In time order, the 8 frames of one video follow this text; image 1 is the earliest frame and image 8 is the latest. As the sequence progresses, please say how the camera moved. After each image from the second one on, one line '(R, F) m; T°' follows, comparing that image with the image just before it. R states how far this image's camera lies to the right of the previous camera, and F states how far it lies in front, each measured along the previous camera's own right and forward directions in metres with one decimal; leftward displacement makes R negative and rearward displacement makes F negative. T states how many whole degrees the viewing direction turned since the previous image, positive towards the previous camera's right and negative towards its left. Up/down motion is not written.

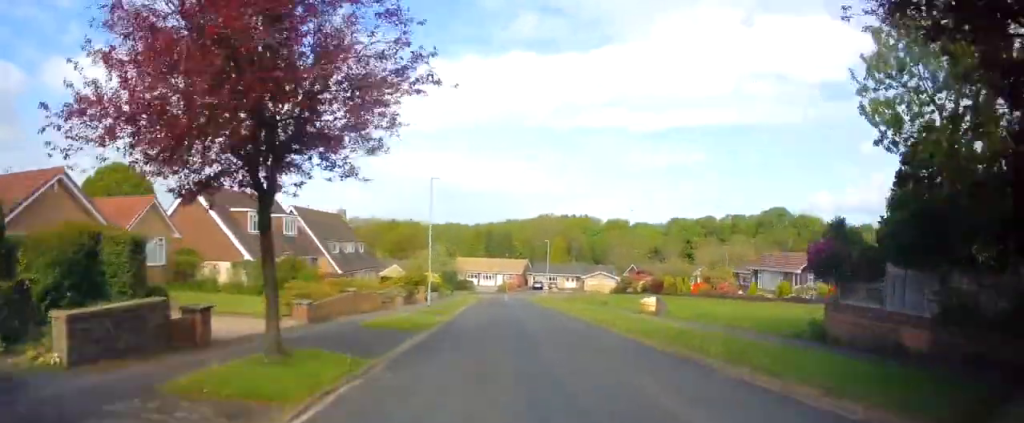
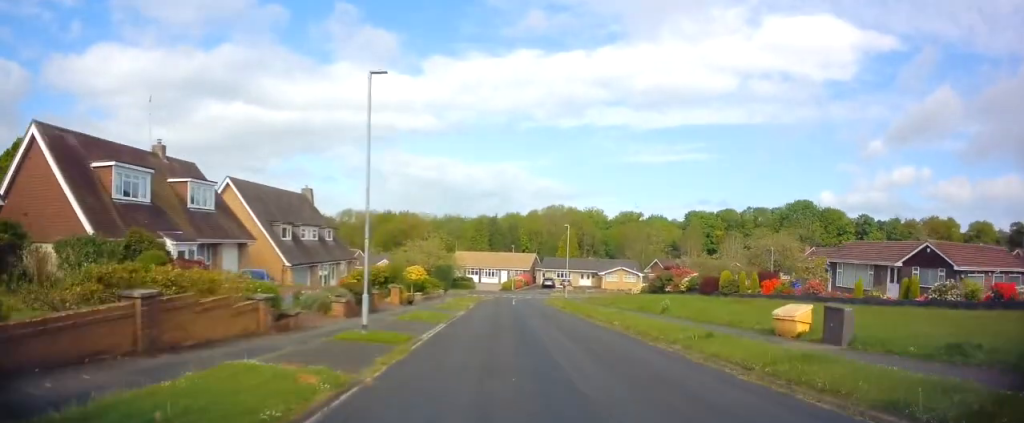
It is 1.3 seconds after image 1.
(-0.1, +13.7) m; 0°
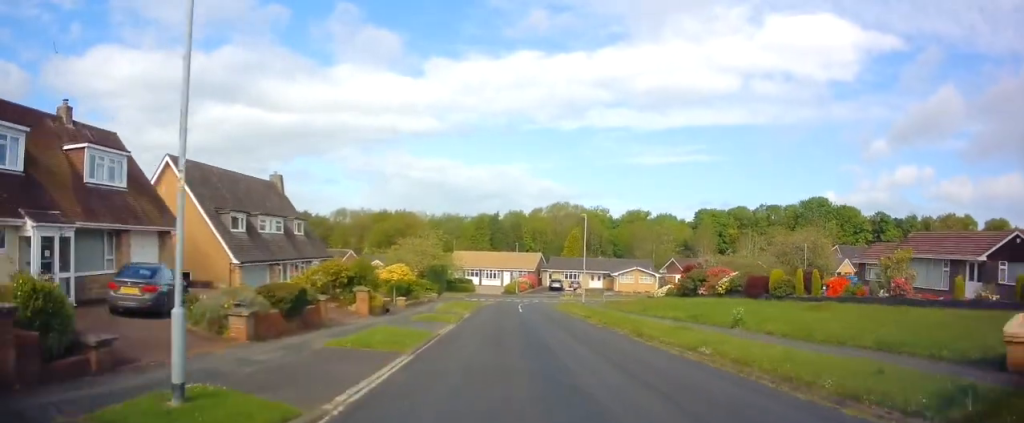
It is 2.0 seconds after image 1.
(0.0, +8.1) m; 0°
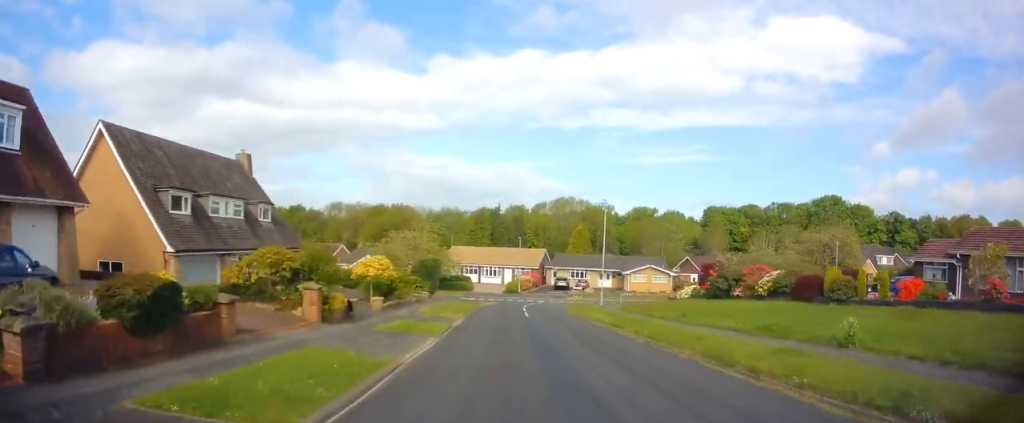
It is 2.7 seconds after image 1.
(0.0, +6.6) m; +1°
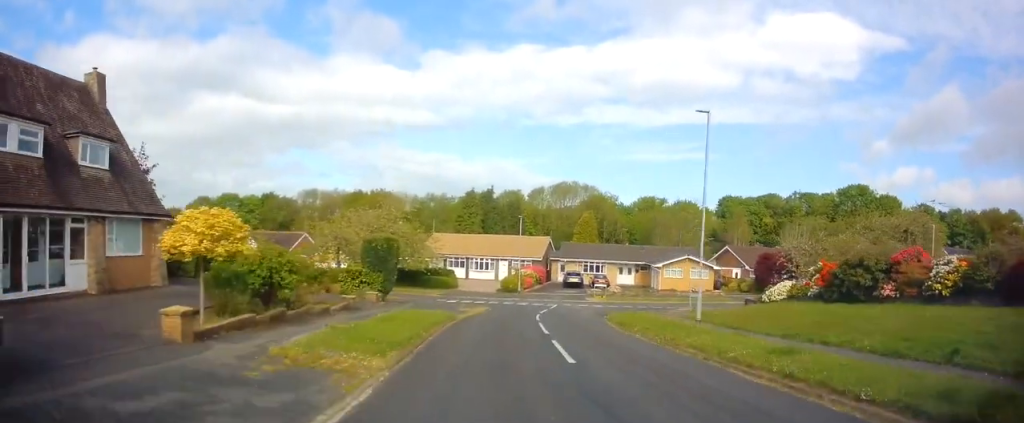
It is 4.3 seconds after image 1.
(+0.2, +16.5) m; -2°
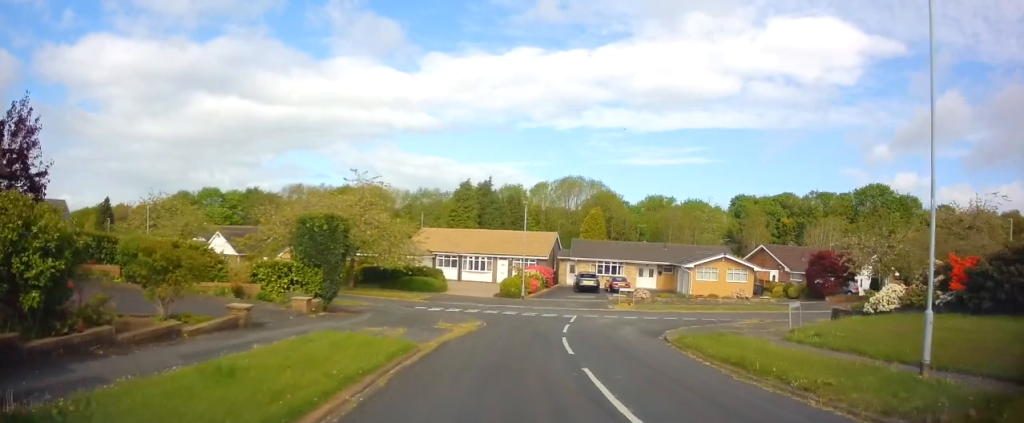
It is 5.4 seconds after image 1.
(-0.4, +9.7) m; +1°
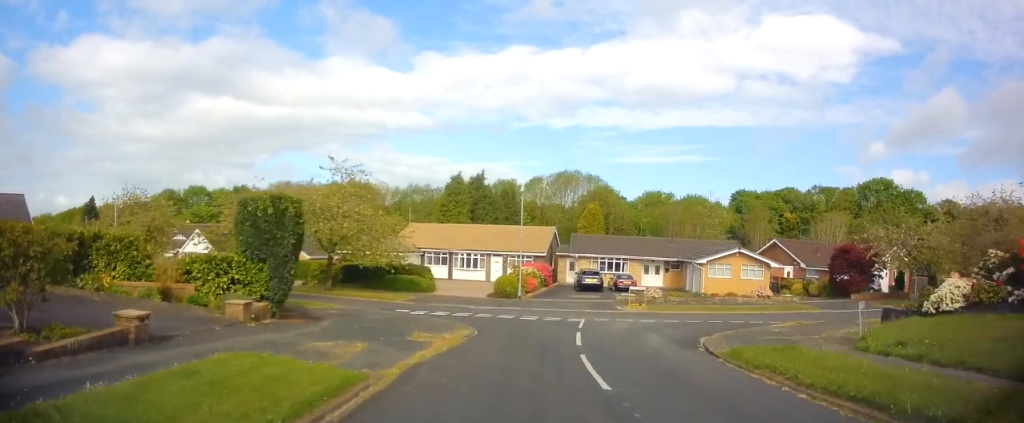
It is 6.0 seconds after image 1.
(+0.3, +4.1) m; +1°
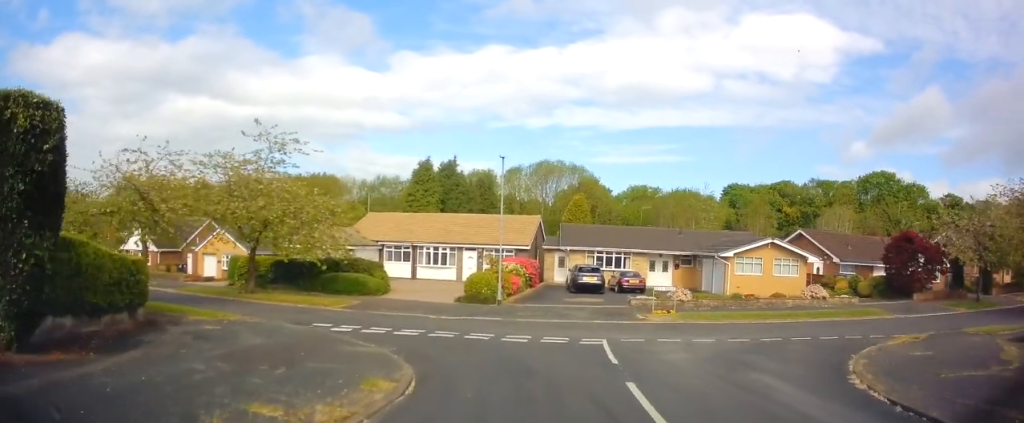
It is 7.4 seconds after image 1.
(+0.1, +9.3) m; +5°
